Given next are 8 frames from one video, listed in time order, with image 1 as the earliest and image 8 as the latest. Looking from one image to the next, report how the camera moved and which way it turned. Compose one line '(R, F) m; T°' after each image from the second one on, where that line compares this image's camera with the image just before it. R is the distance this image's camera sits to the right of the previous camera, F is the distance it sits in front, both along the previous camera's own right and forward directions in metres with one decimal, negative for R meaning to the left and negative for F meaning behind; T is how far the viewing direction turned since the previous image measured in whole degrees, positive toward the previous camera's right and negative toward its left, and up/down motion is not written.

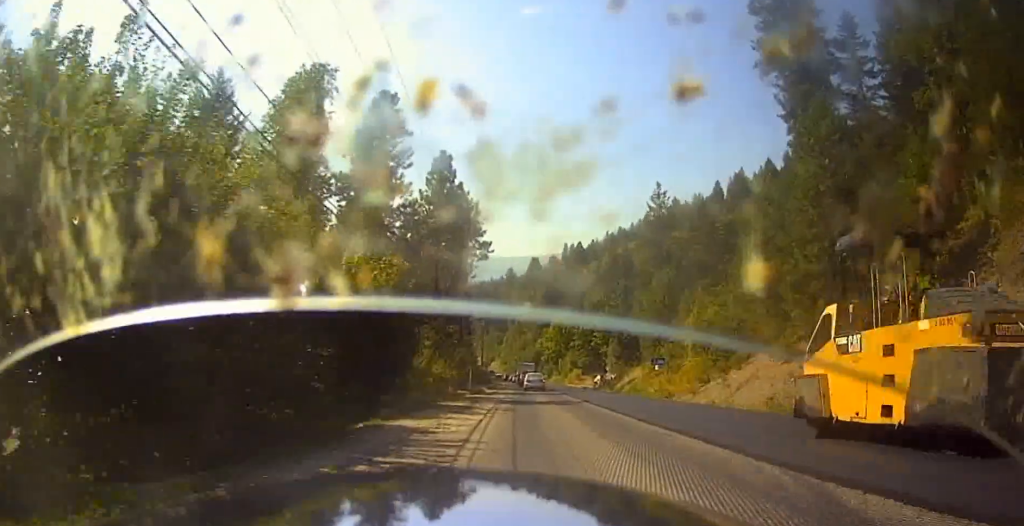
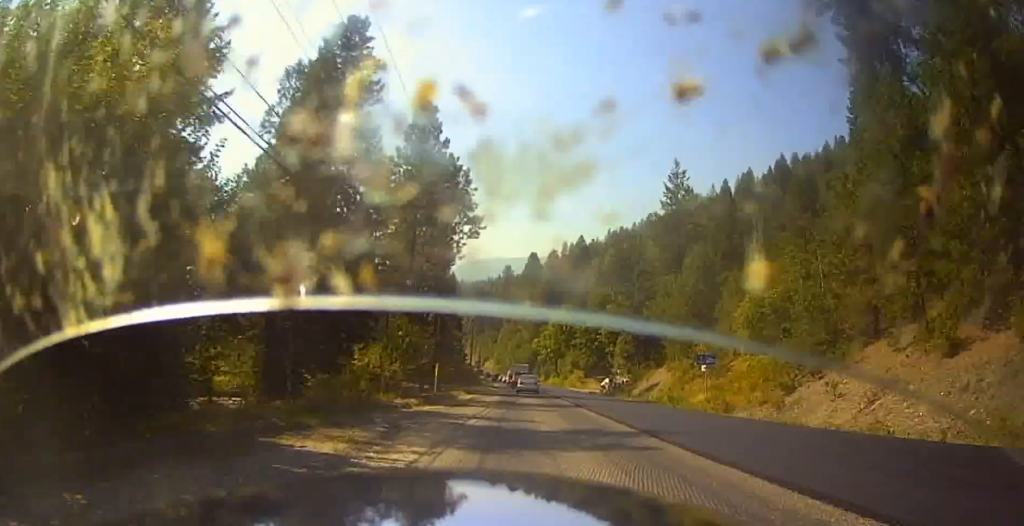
(-0.1, +16.0) m; -2°
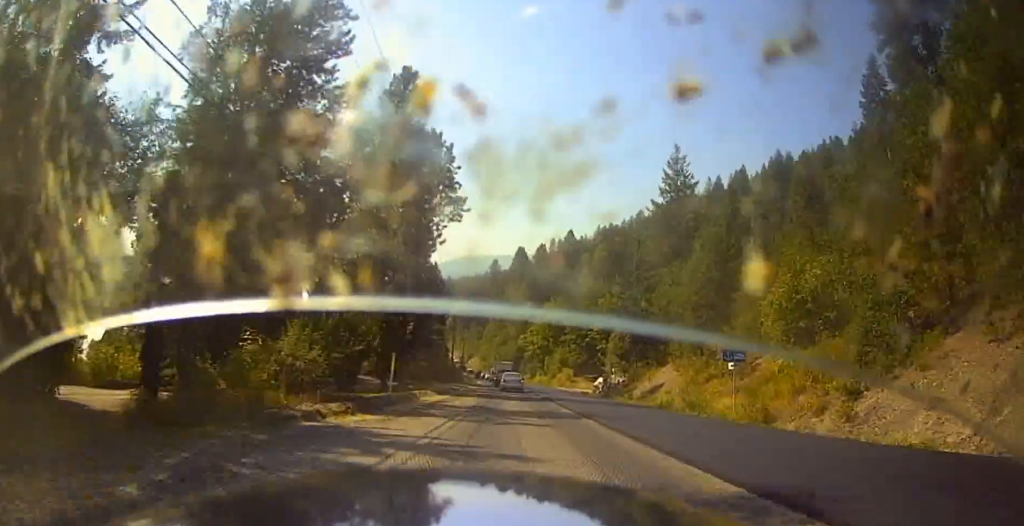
(-0.1, +7.1) m; -1°
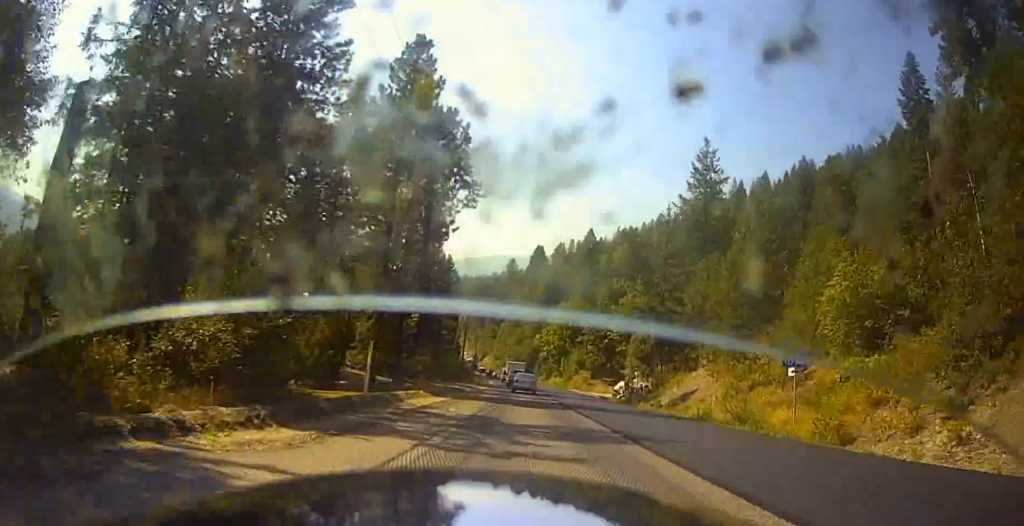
(-0.1, +5.5) m; -1°
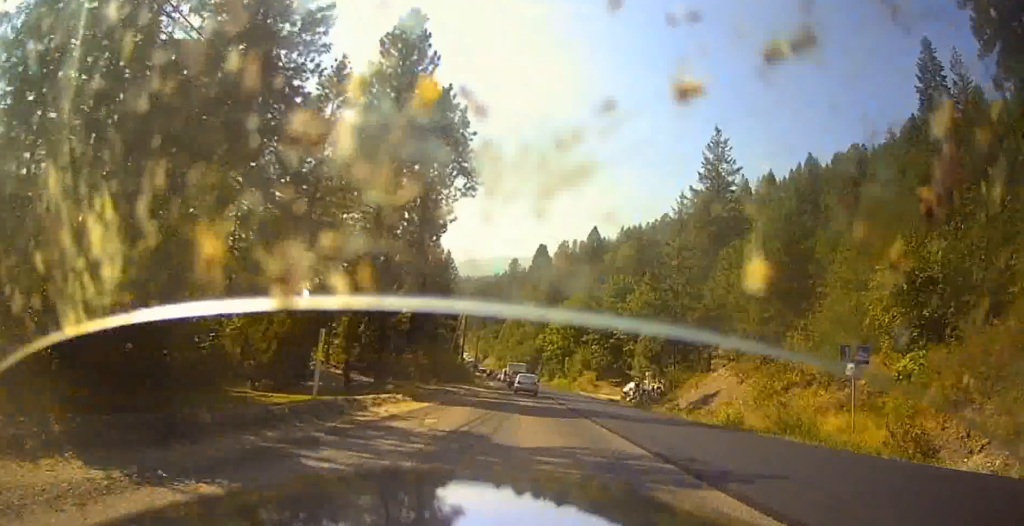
(0.0, +4.7) m; +1°
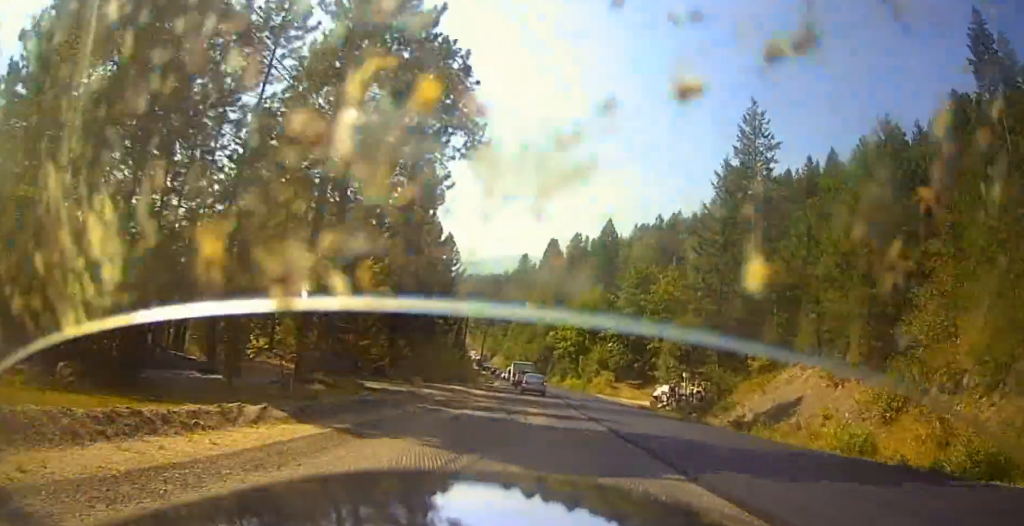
(+0.2, +11.3) m; -1°
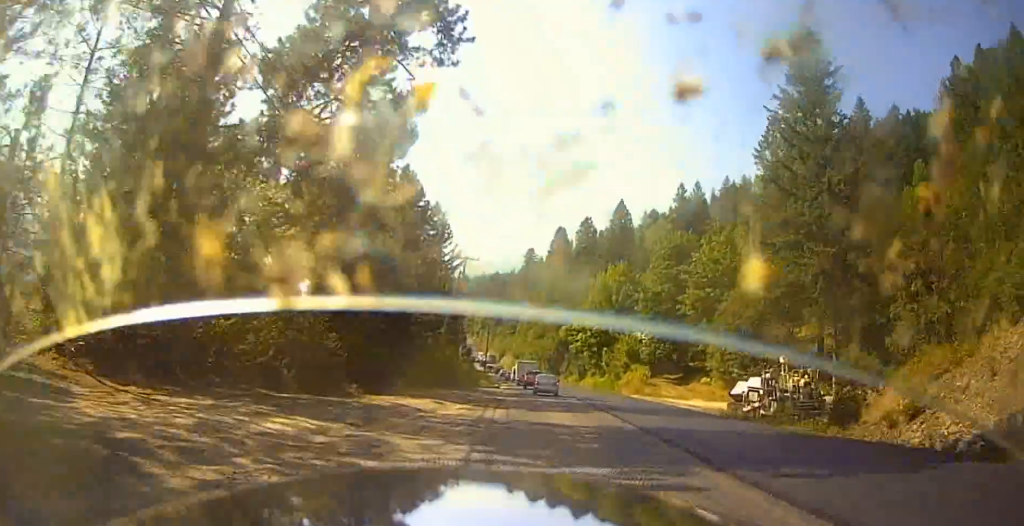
(-1.0, +16.9) m; -2°
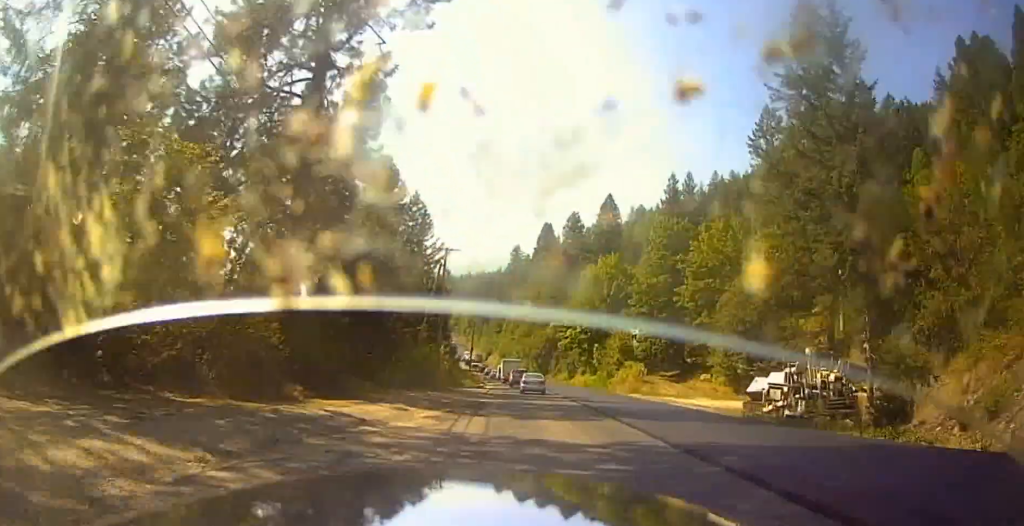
(+0.1, +4.2) m; +1°
